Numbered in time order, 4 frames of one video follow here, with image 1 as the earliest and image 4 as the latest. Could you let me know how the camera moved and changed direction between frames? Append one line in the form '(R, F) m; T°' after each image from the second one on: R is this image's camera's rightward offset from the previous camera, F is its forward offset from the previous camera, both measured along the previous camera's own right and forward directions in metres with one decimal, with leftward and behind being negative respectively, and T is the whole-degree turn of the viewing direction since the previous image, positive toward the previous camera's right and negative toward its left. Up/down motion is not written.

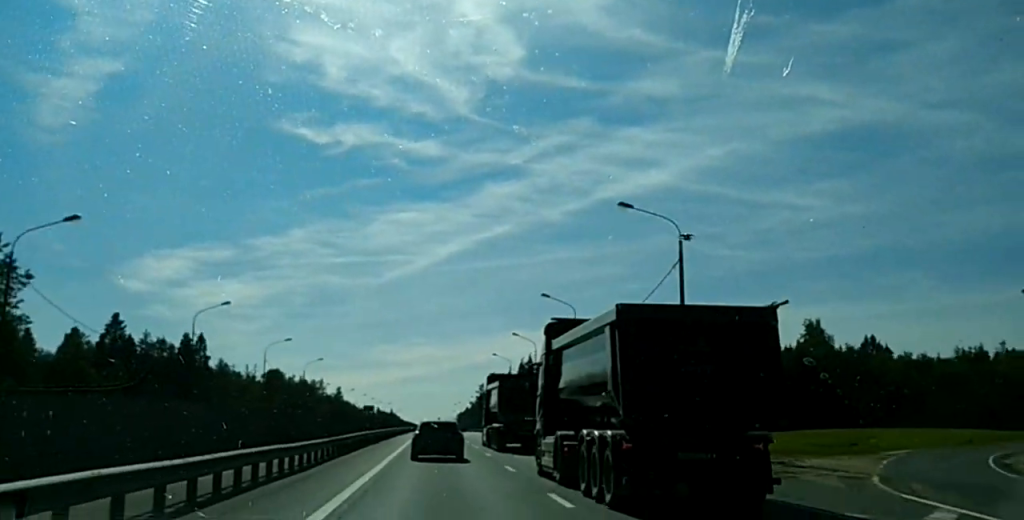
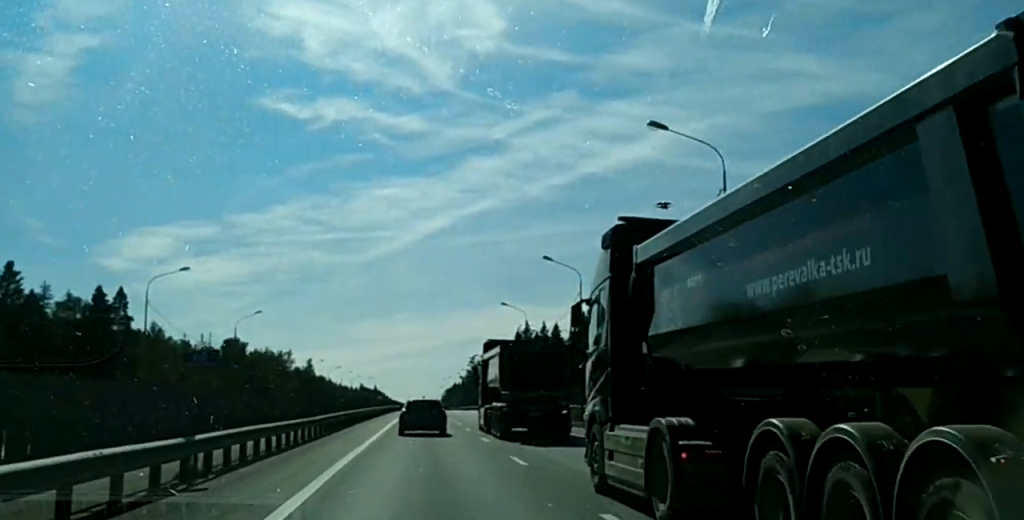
(-0.7, +40.4) m; -2°
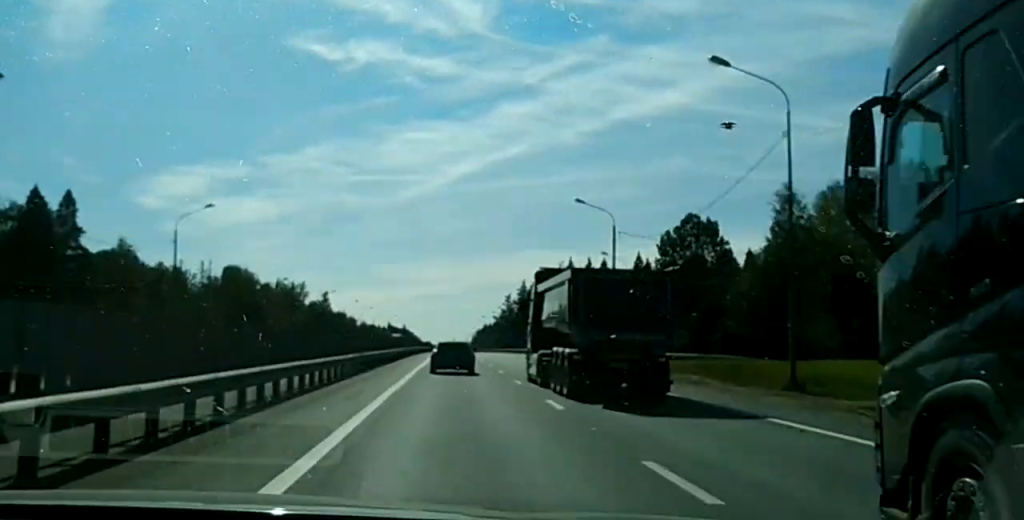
(-0.5, +34.7) m; -1°
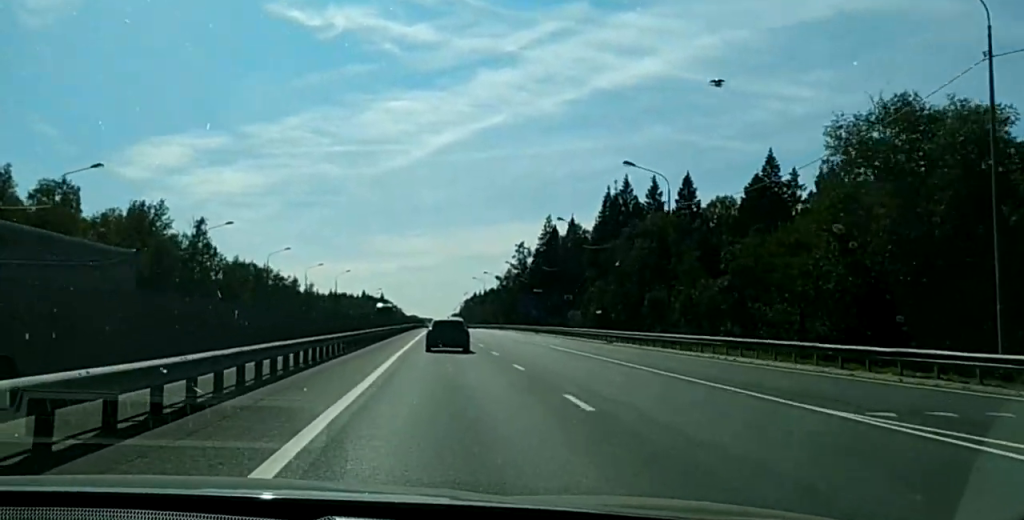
(+1.4, +106.3) m; +2°
